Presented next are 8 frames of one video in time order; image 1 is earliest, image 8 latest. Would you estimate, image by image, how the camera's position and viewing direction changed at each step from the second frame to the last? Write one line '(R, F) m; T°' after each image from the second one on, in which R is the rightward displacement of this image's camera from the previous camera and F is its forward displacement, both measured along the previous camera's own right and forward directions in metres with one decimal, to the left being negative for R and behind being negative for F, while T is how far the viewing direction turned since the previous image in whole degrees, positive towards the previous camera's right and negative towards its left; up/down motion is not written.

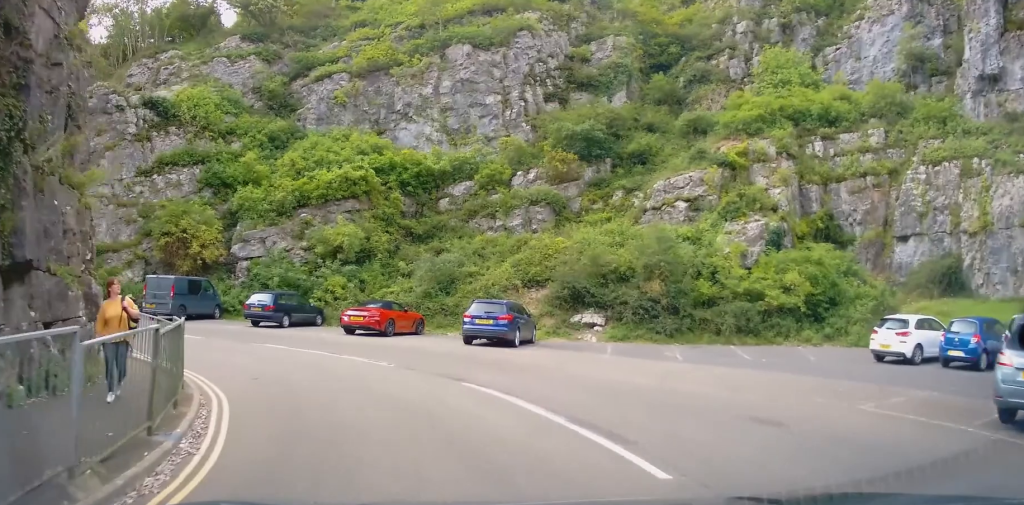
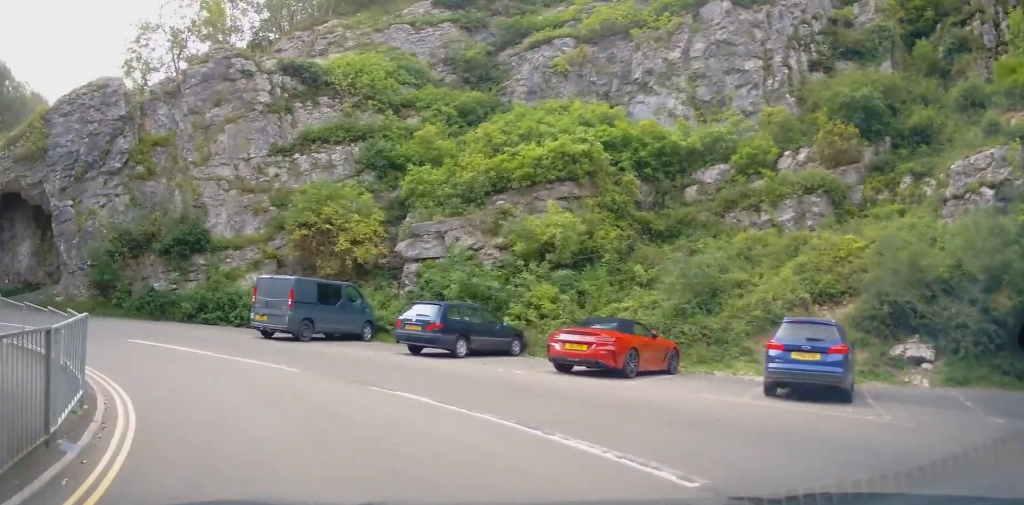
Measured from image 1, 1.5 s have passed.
(-0.7, +9.3) m; -18°
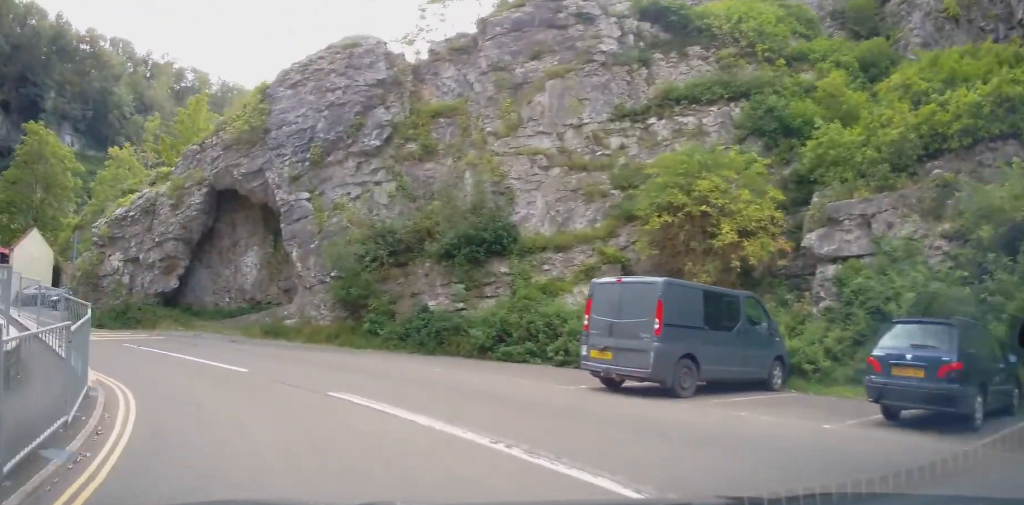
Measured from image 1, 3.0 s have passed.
(-2.6, +8.0) m; -29°
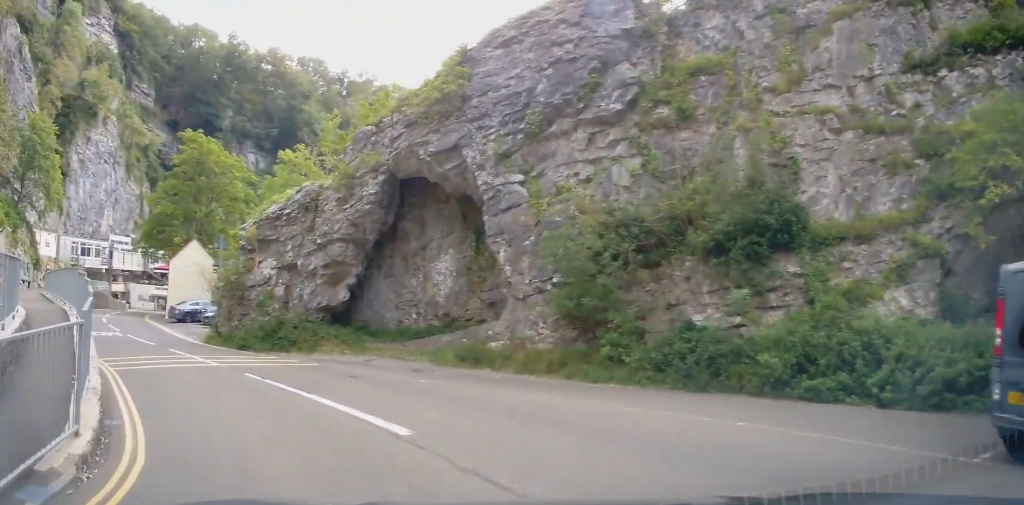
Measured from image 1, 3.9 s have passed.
(-0.6, +5.4) m; -18°
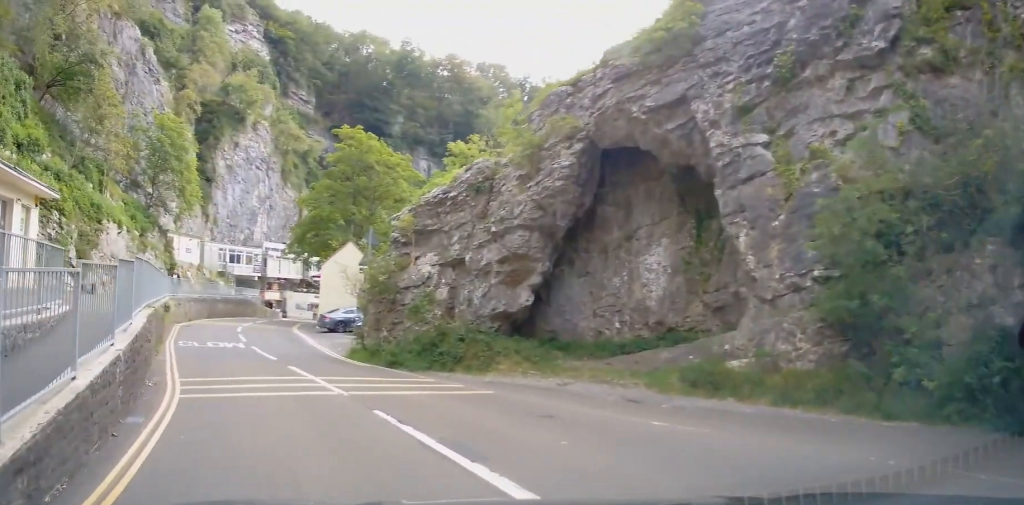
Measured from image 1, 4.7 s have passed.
(-0.4, +4.2) m; -17°
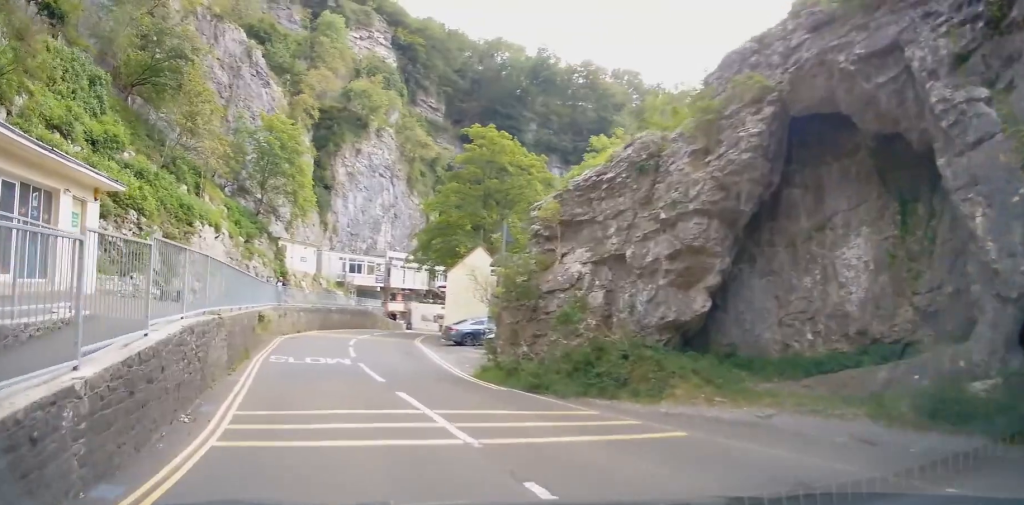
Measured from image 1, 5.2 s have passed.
(-0.6, +3.3) m; -14°
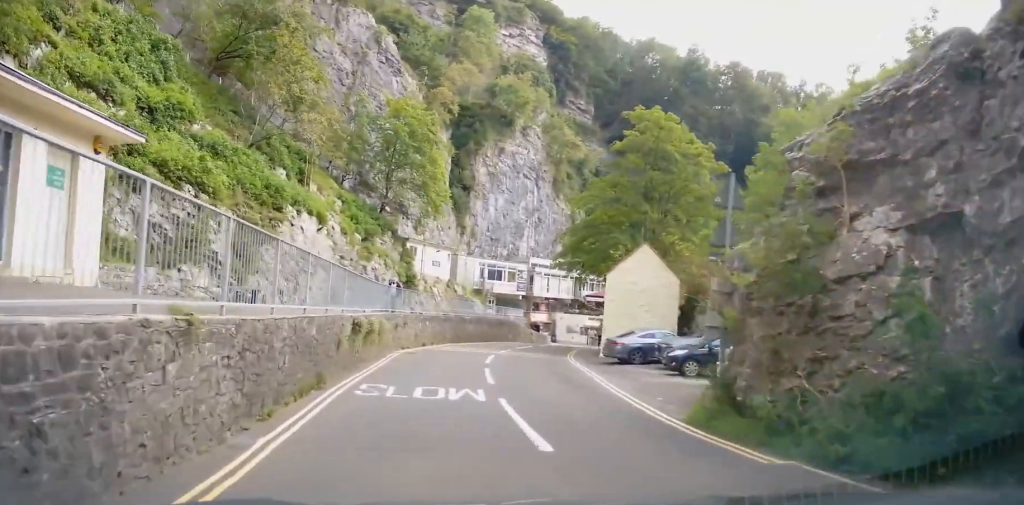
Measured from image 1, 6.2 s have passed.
(-0.9, +6.3) m; -14°
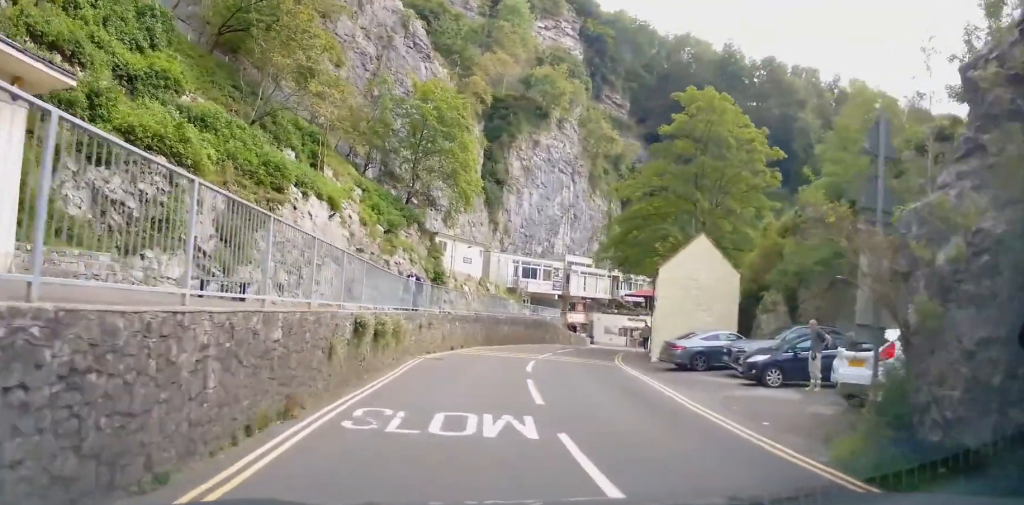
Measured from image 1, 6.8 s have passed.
(-0.2, +3.5) m; -2°
